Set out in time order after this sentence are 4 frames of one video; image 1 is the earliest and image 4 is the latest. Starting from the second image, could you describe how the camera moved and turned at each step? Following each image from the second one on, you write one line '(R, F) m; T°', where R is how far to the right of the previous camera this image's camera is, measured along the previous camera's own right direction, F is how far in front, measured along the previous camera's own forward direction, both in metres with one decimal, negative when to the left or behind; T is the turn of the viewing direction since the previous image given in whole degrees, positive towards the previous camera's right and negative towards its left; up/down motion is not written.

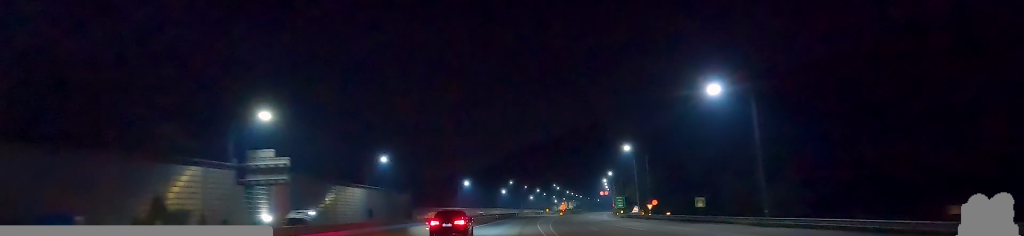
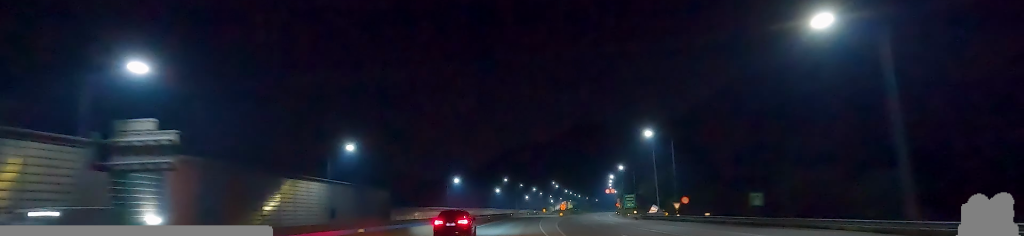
(-0.6, +17.0) m; 0°
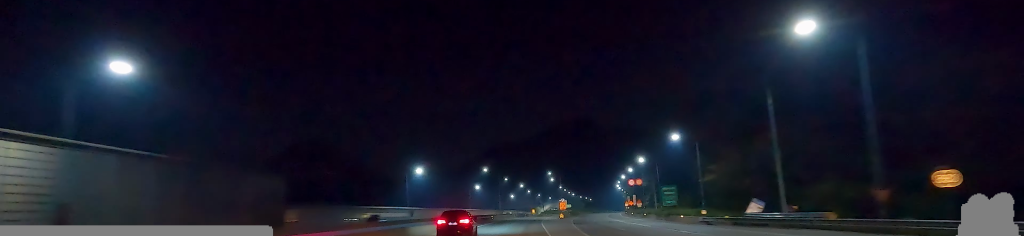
(+2.0, +42.9) m; +6°
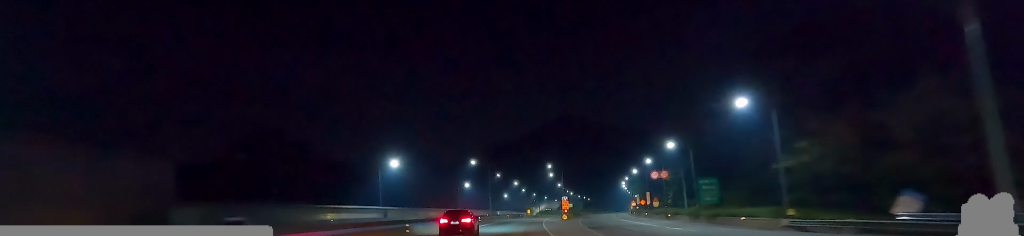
(+0.8, +18.5) m; +1°
